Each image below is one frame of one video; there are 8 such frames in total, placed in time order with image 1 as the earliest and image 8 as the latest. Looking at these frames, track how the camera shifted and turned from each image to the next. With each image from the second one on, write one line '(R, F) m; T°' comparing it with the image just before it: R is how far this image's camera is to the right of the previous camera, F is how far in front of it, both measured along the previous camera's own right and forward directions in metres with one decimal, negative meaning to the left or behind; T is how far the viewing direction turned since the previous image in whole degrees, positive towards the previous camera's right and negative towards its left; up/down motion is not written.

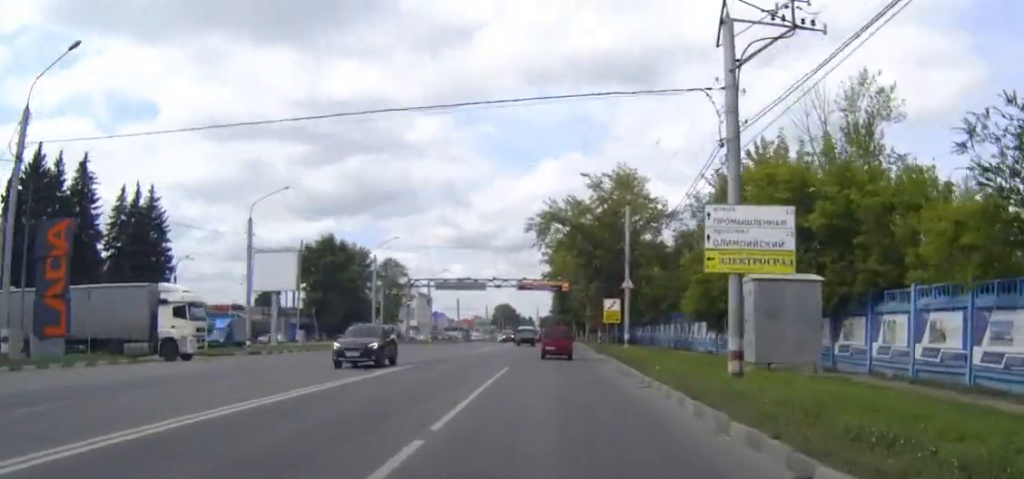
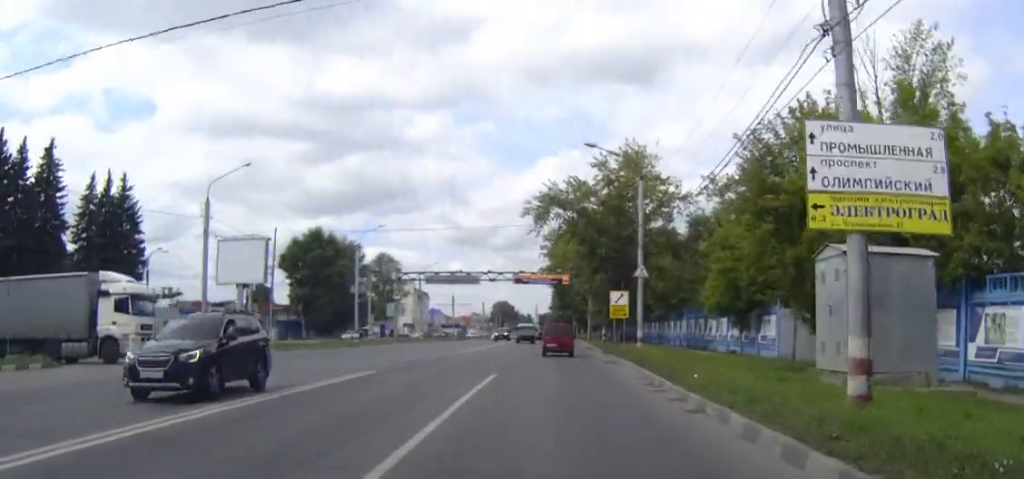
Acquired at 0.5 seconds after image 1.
(0.0, +7.6) m; 0°
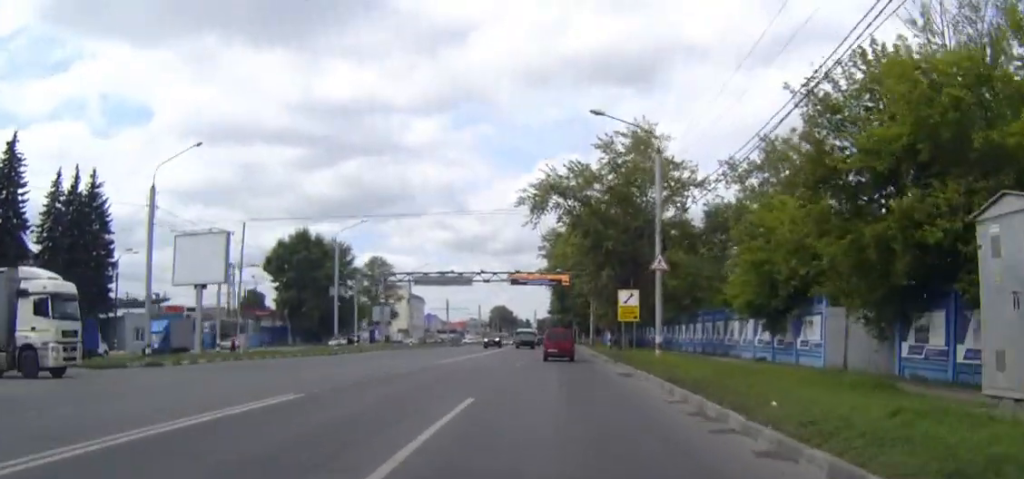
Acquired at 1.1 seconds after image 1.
(0.0, +7.5) m; 0°
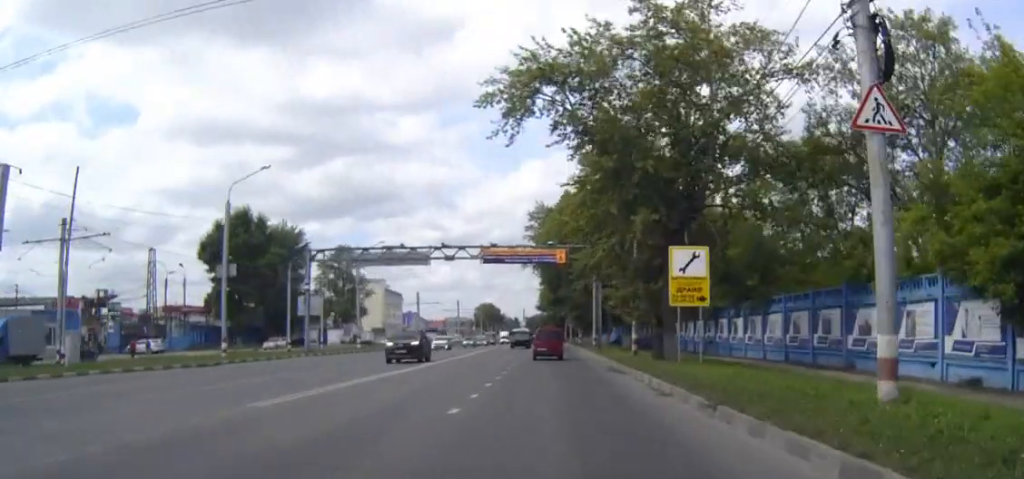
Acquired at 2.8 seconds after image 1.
(+0.2, +24.3) m; +1°
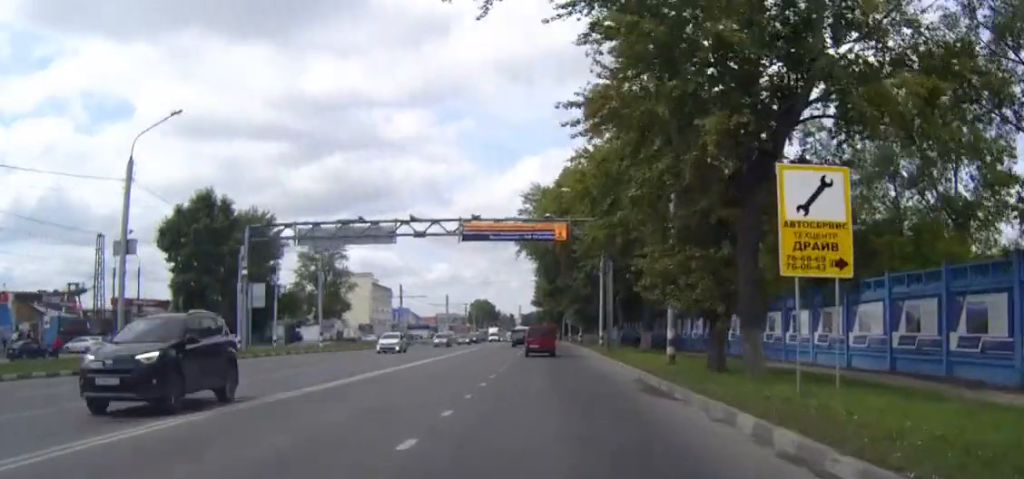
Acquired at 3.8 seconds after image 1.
(0.0, +12.5) m; 0°
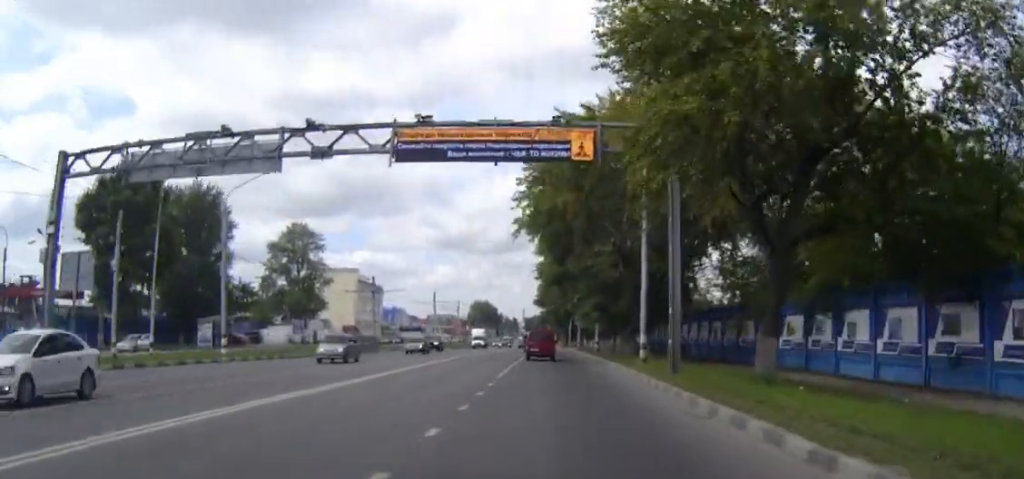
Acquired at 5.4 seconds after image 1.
(0.0, +22.0) m; 0°
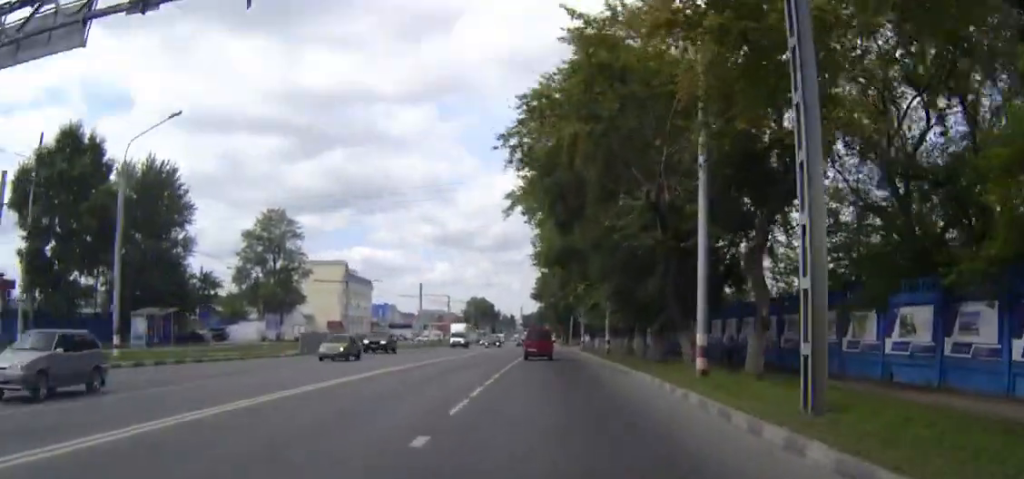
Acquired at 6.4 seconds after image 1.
(0.0, +13.0) m; 0°
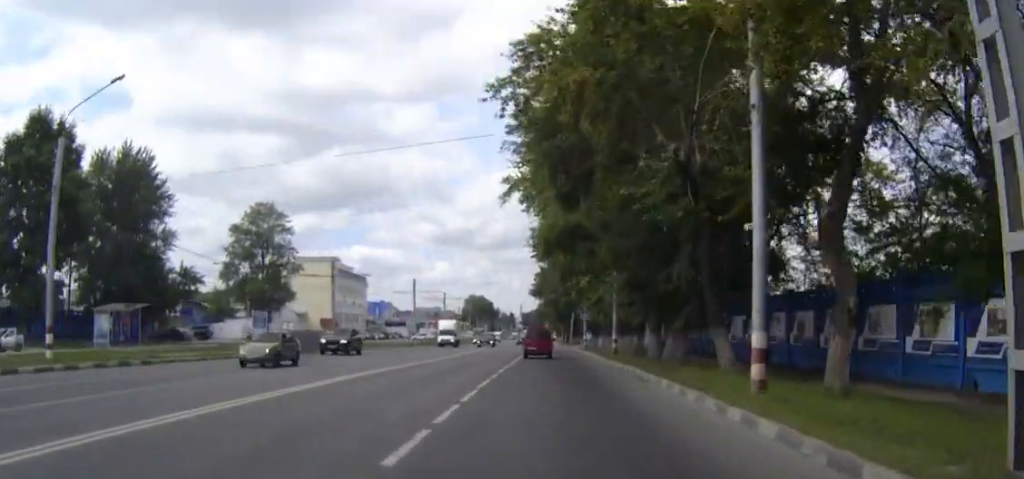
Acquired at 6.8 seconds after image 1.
(0.0, +5.8) m; 0°
